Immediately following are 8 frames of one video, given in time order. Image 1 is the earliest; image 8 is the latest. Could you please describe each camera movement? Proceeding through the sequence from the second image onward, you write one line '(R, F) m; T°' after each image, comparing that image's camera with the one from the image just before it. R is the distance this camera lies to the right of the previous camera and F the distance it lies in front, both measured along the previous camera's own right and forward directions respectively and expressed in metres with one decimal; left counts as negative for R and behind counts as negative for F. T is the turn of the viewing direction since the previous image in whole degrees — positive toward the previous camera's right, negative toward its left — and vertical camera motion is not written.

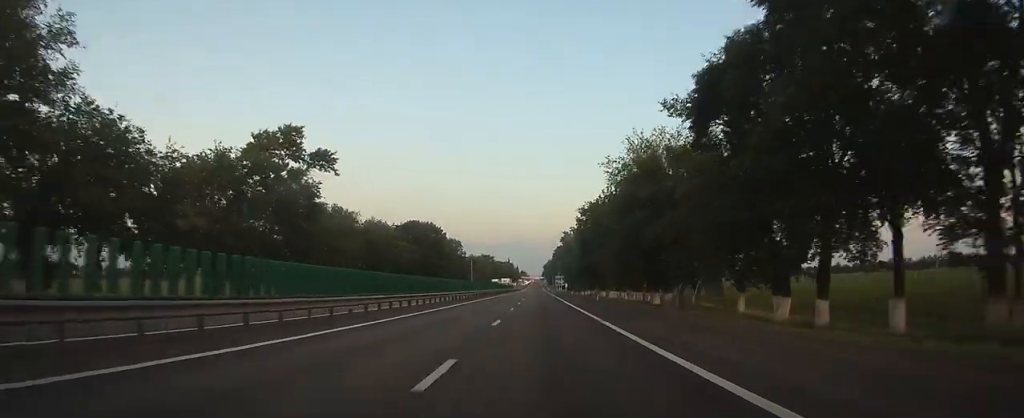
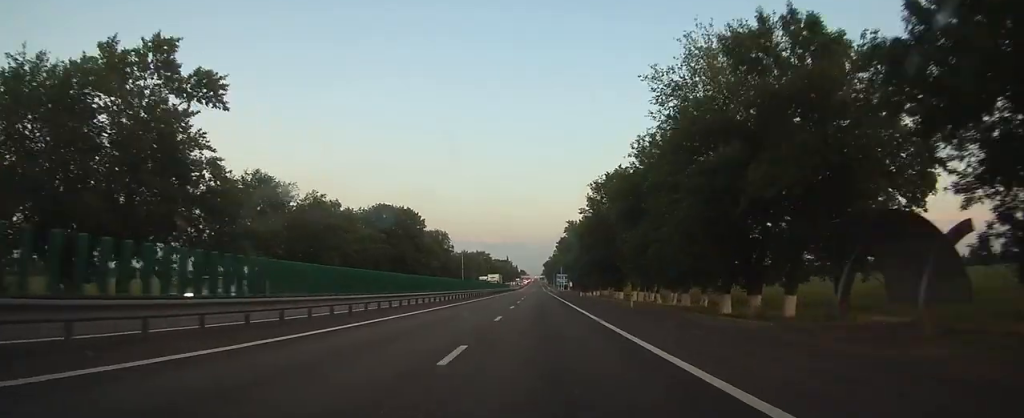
(+0.1, +21.0) m; 0°
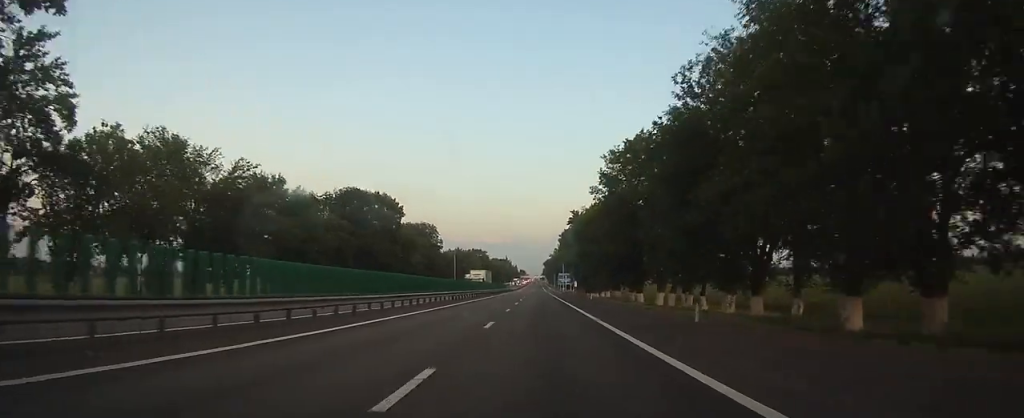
(0.0, +14.9) m; 0°
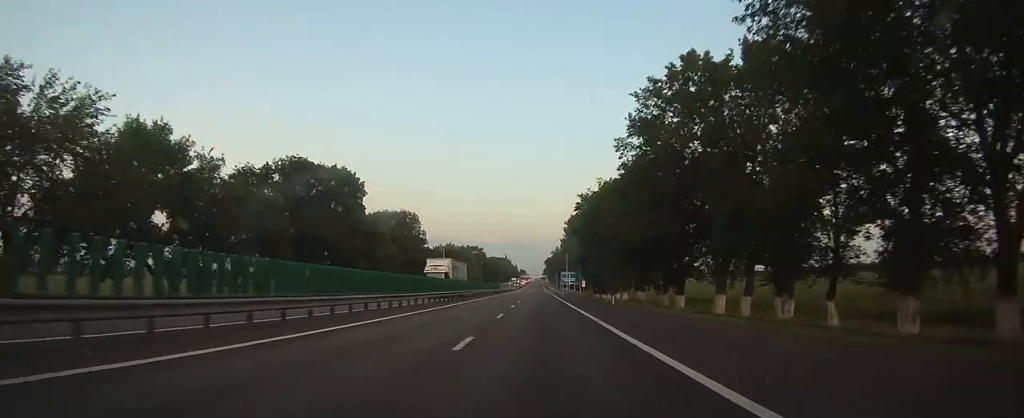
(0.0, +17.8) m; 0°
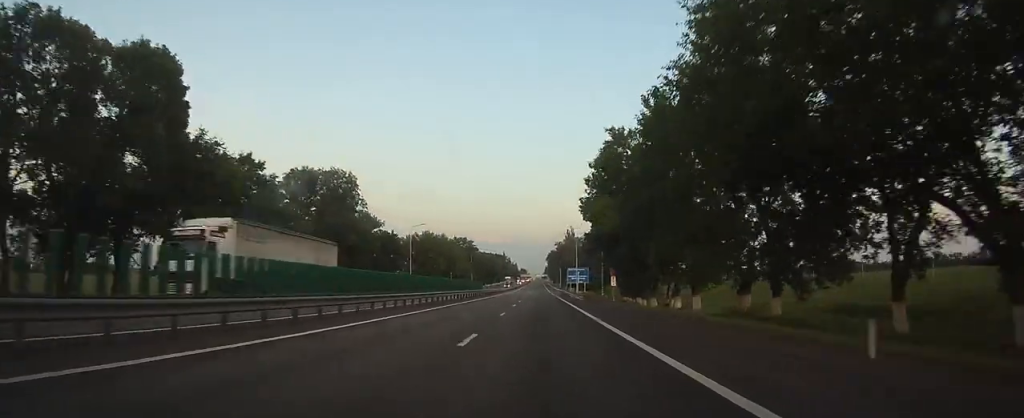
(-0.1, +34.4) m; -1°
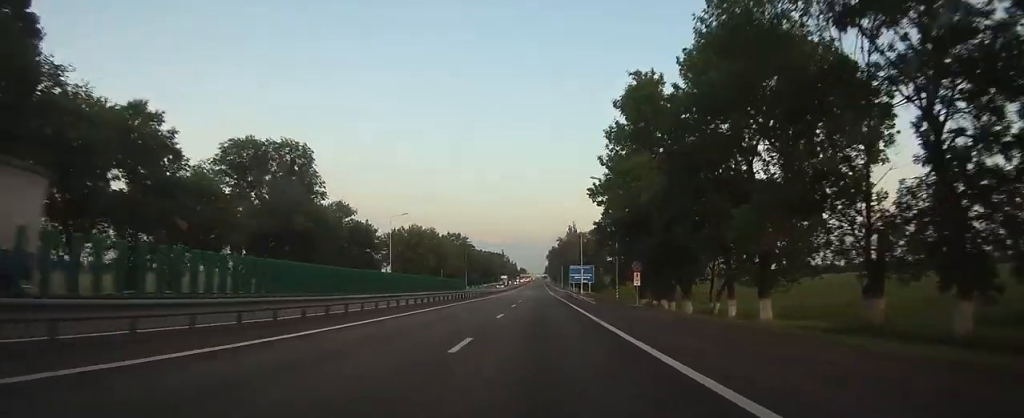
(-0.1, +13.1) m; 0°
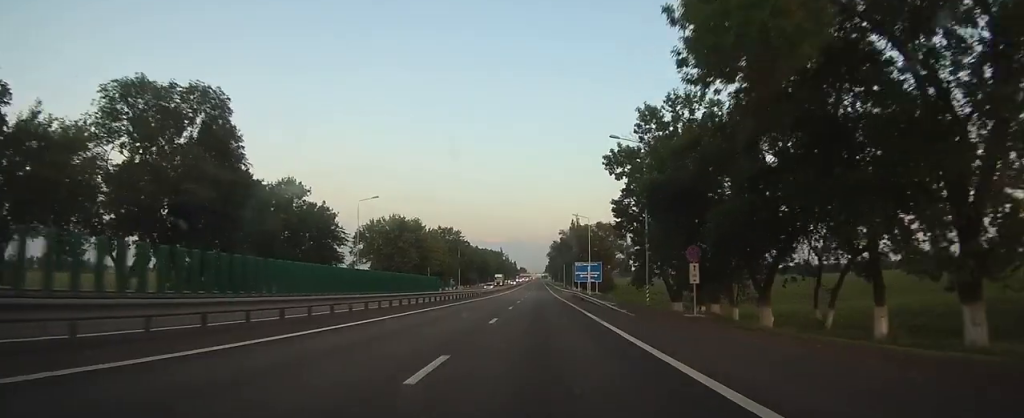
(-0.1, +15.3) m; 0°
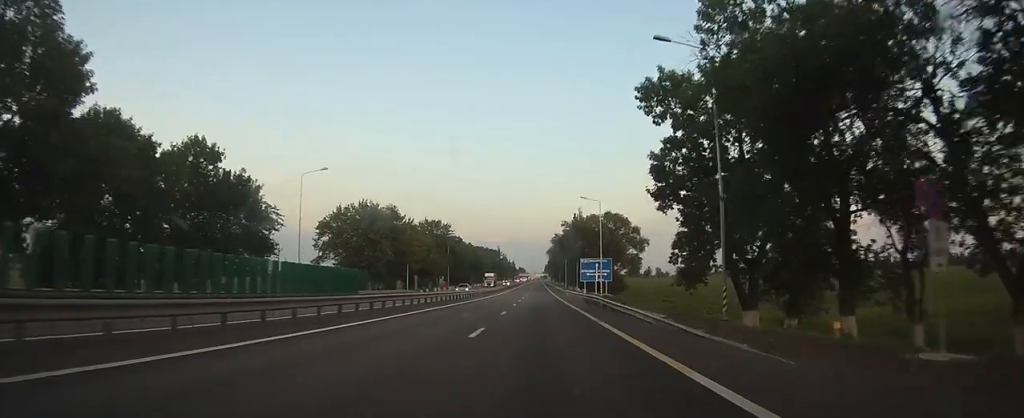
(+0.2, +16.9) m; +1°
